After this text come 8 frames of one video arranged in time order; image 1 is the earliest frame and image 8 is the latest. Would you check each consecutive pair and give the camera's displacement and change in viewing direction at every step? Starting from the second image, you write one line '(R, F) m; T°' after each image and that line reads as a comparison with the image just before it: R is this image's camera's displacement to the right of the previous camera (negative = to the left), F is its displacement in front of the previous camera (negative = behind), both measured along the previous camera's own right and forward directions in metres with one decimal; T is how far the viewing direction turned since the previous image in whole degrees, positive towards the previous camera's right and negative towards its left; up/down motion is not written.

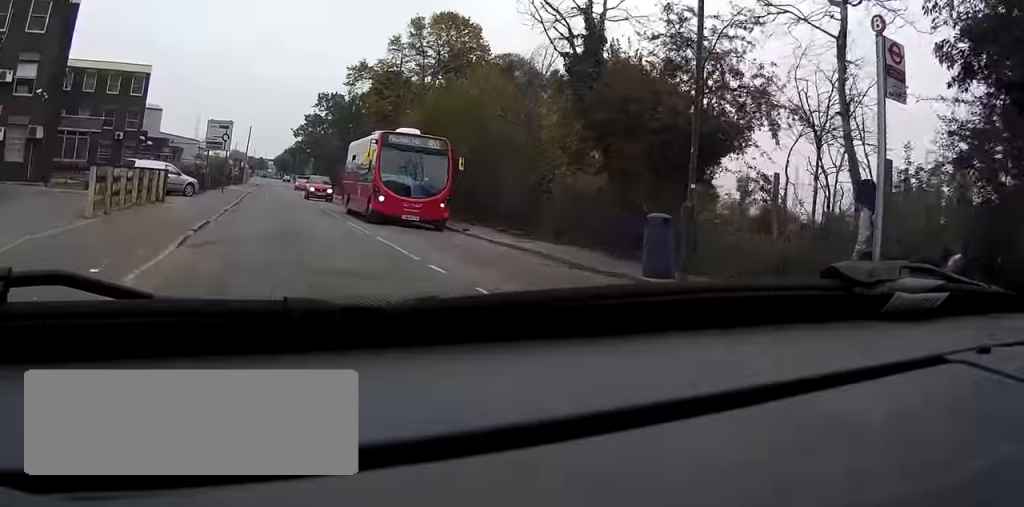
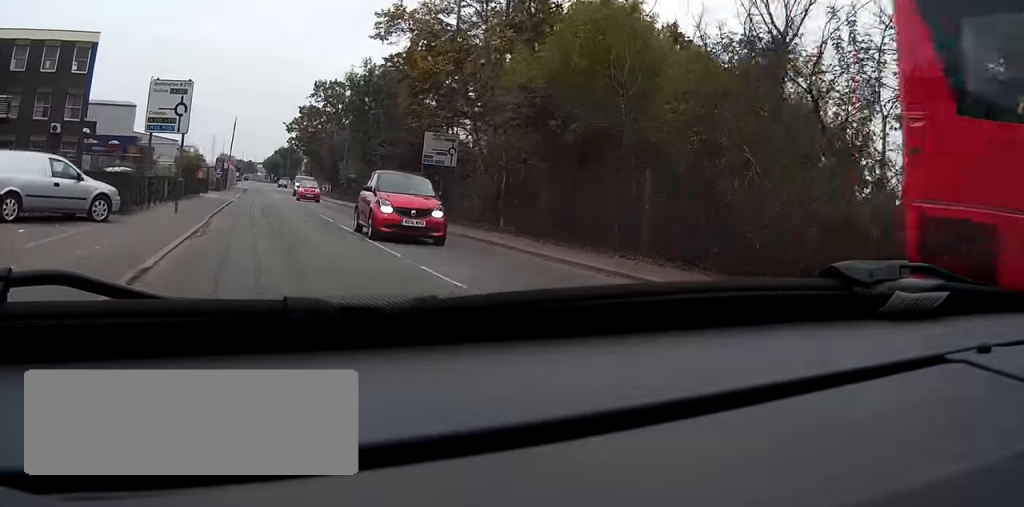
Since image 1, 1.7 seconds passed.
(0.0, +17.2) m; 0°
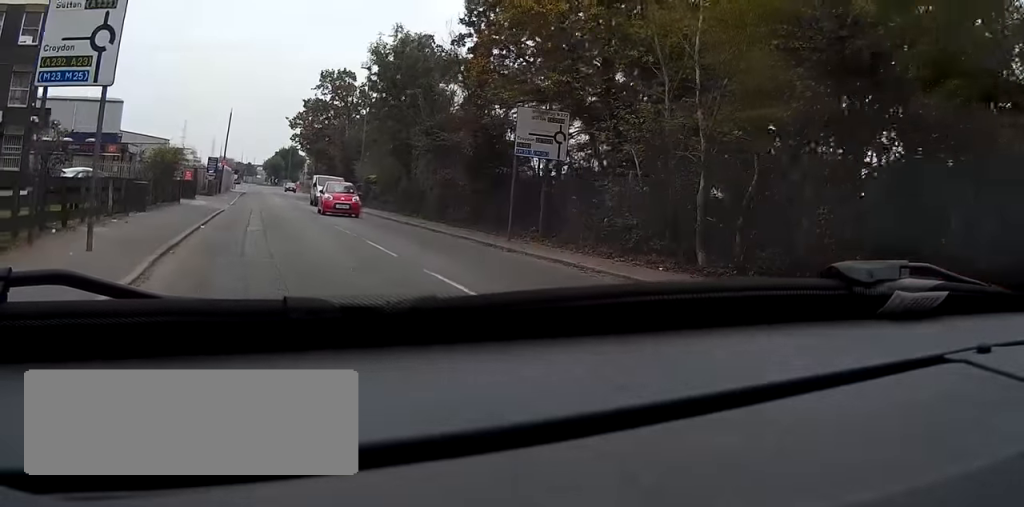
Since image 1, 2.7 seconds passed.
(0.0, +11.3) m; 0°
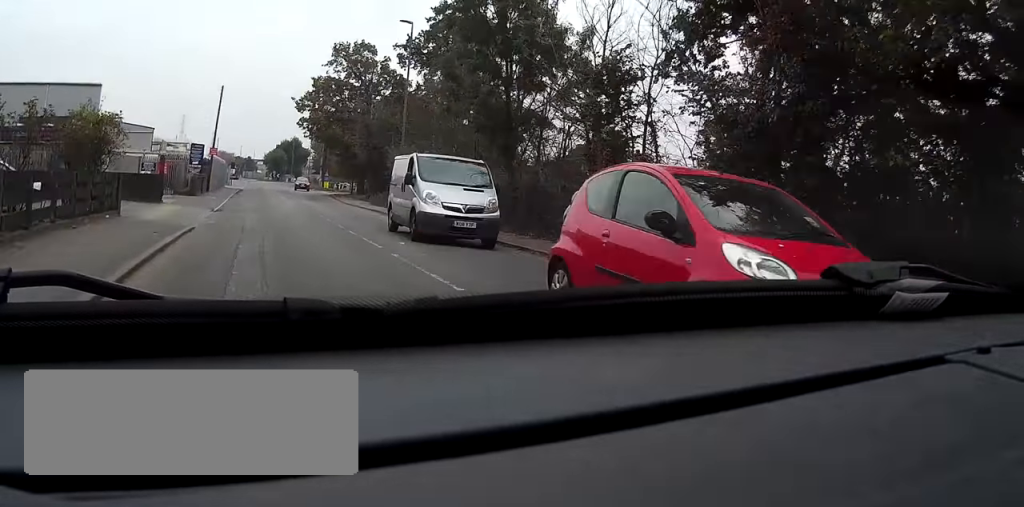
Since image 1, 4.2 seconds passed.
(0.0, +15.4) m; 0°
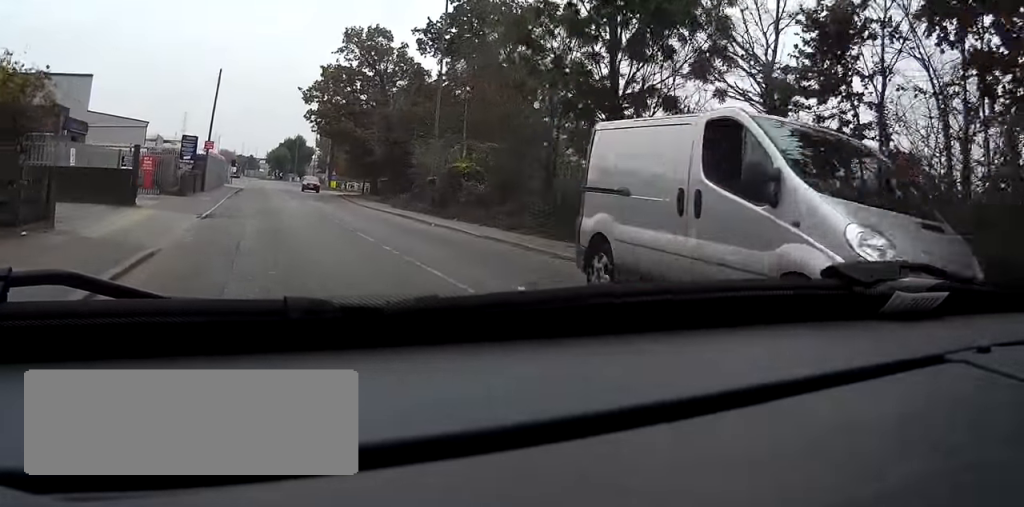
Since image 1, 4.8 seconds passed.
(0.0, +6.9) m; 0°
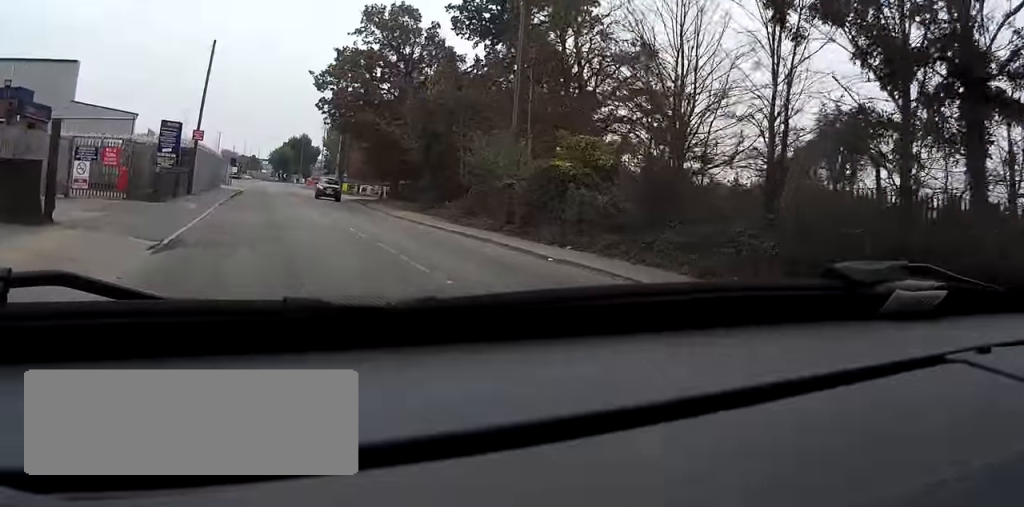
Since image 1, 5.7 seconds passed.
(0.0, +9.8) m; 0°
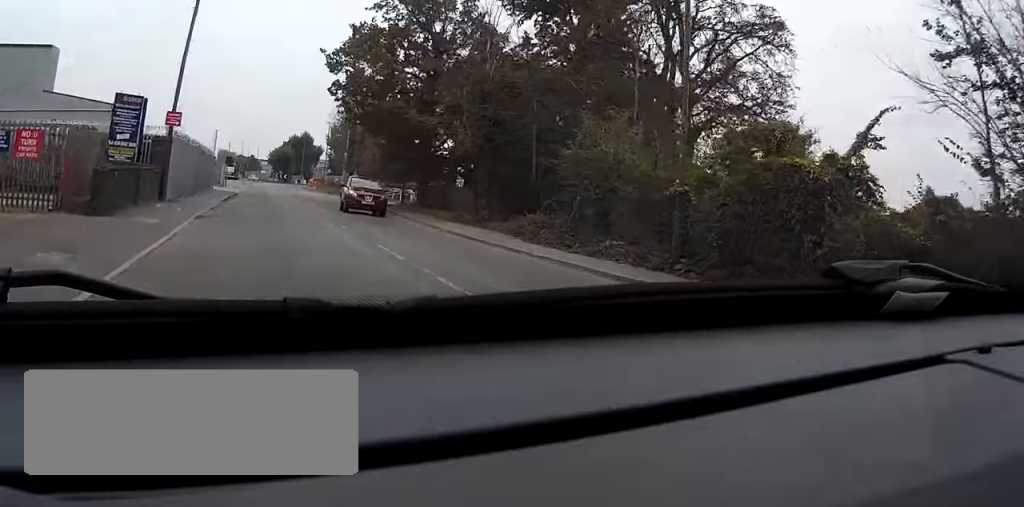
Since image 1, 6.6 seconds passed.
(0.0, +9.9) m; 0°
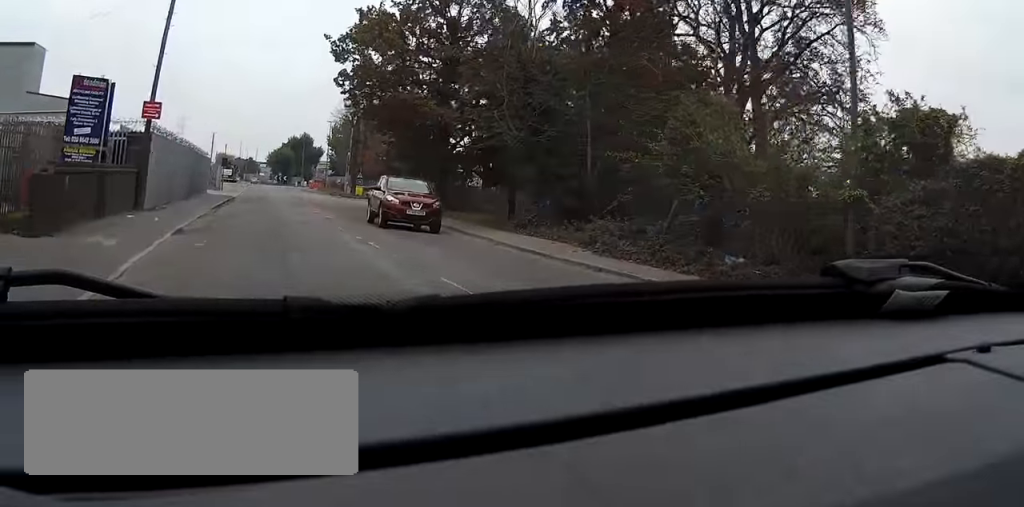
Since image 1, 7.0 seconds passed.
(0.0, +4.8) m; 0°
